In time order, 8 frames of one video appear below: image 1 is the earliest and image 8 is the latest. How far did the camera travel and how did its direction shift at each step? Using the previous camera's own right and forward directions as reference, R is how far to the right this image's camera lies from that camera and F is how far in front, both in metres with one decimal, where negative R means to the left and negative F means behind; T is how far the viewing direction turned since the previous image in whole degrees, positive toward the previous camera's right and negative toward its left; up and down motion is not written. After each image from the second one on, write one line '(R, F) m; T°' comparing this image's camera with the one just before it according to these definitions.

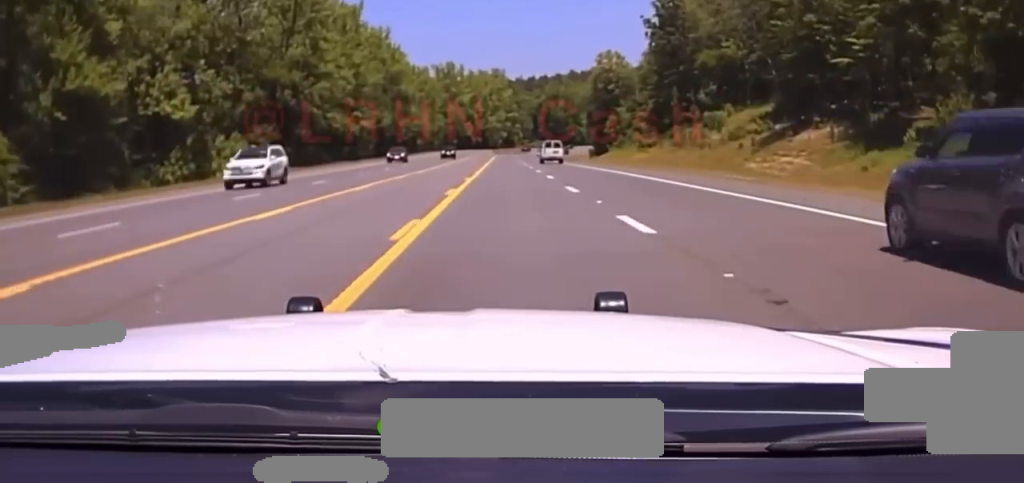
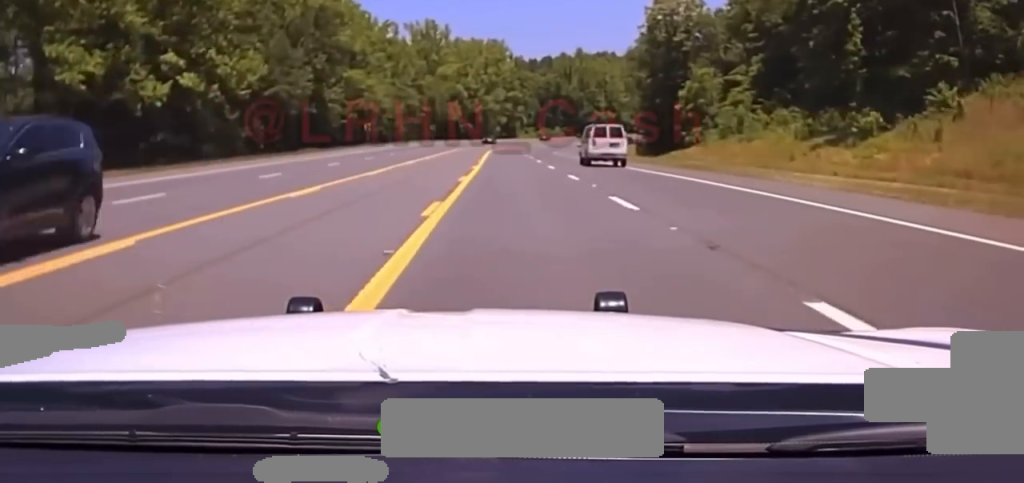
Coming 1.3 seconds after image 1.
(-0.1, +60.6) m; 0°
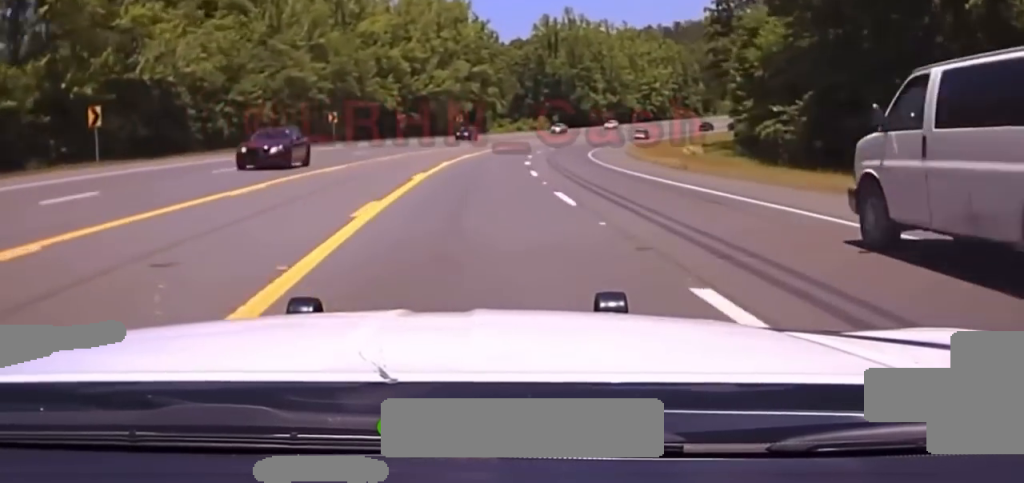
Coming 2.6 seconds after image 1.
(0.0, +71.1) m; +1°
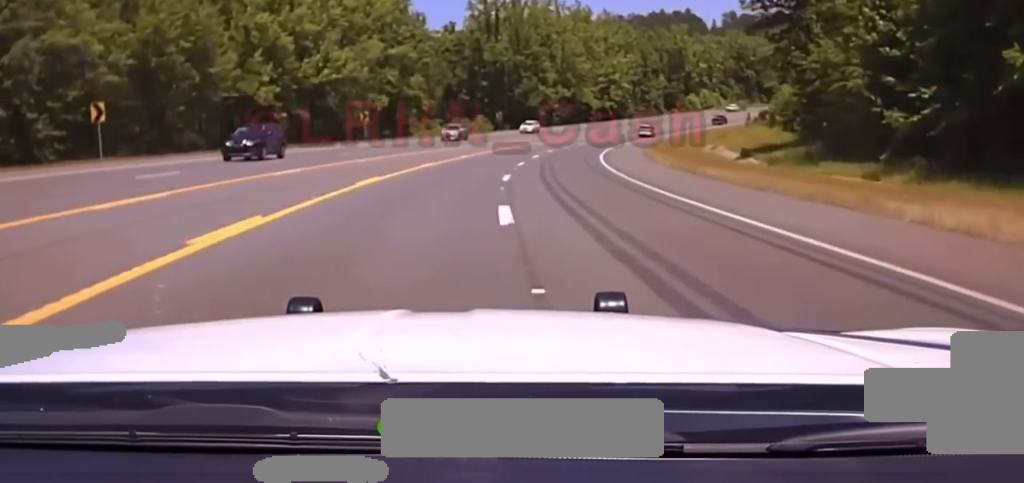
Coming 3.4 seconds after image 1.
(+0.6, +42.0) m; +3°
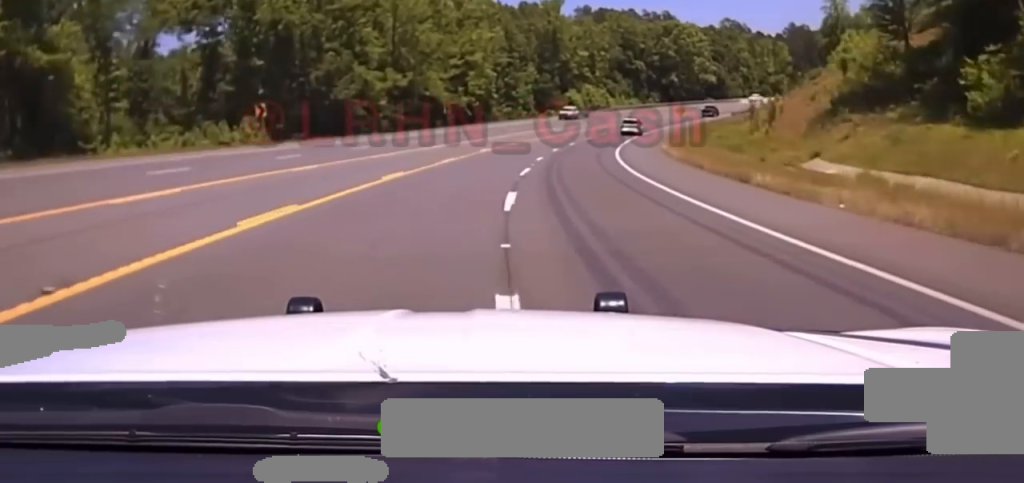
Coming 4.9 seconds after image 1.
(+5.1, +75.1) m; +10°
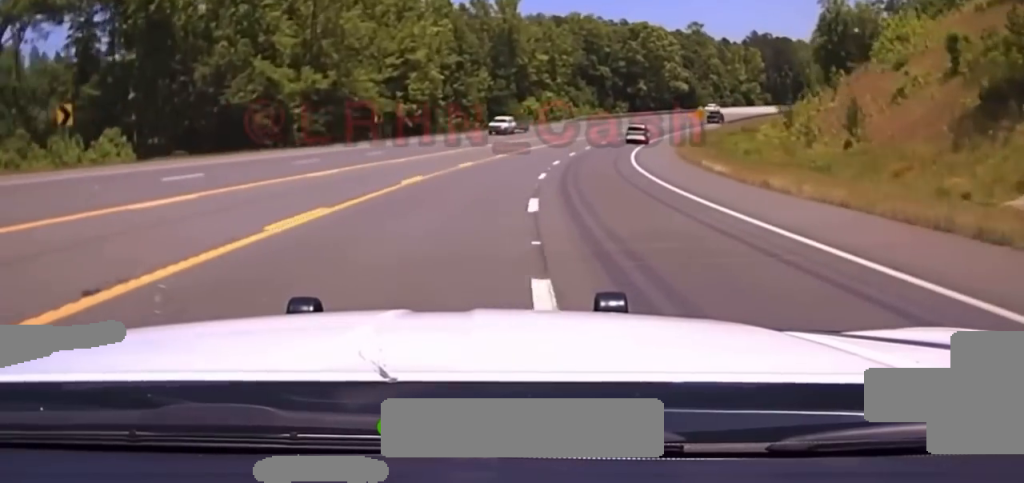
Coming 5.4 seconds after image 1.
(+1.7, +25.9) m; +3°
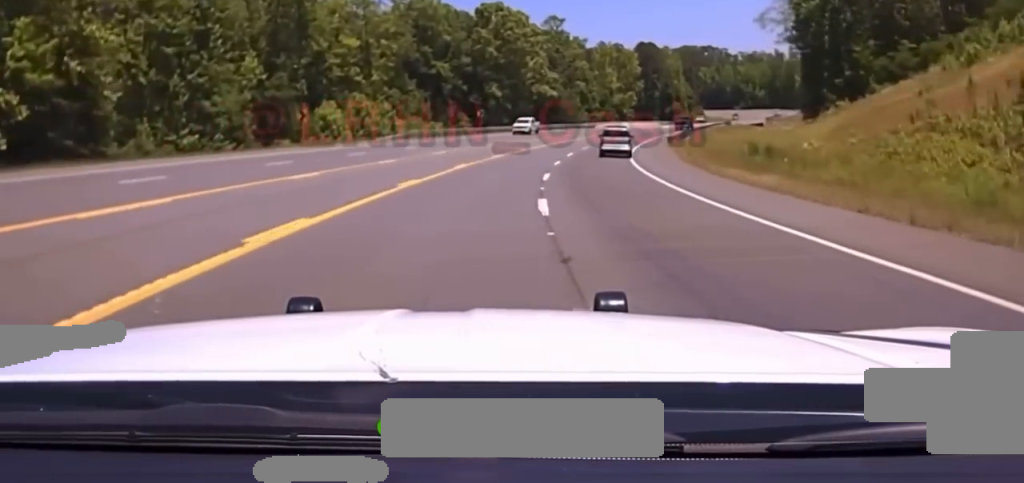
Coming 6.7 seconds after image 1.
(+3.4, +59.9) m; +9°
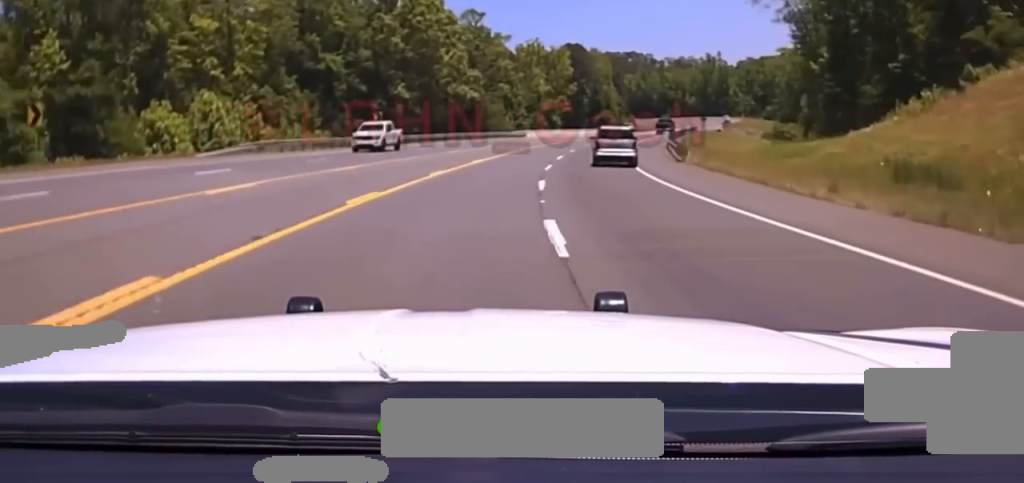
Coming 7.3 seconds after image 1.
(+2.0, +27.6) m; +6°
